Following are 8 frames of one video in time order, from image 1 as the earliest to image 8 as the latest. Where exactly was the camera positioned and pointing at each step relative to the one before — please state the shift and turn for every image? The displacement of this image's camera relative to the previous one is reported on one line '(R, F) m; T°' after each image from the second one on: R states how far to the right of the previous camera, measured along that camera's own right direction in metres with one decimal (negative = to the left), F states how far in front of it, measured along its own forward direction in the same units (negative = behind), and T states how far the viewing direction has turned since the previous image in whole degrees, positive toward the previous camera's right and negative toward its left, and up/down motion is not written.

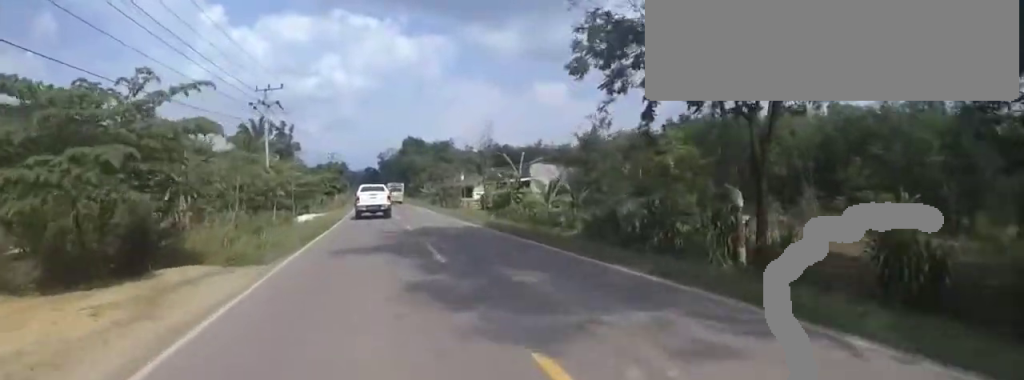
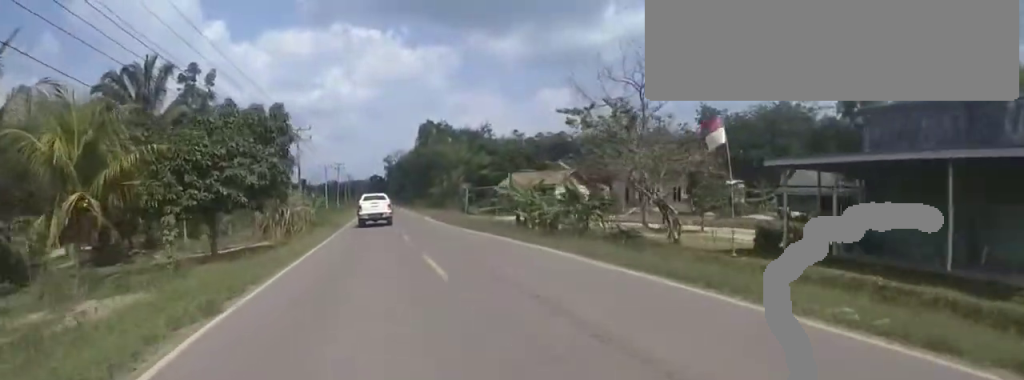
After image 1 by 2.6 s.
(+1.8, +40.3) m; +1°
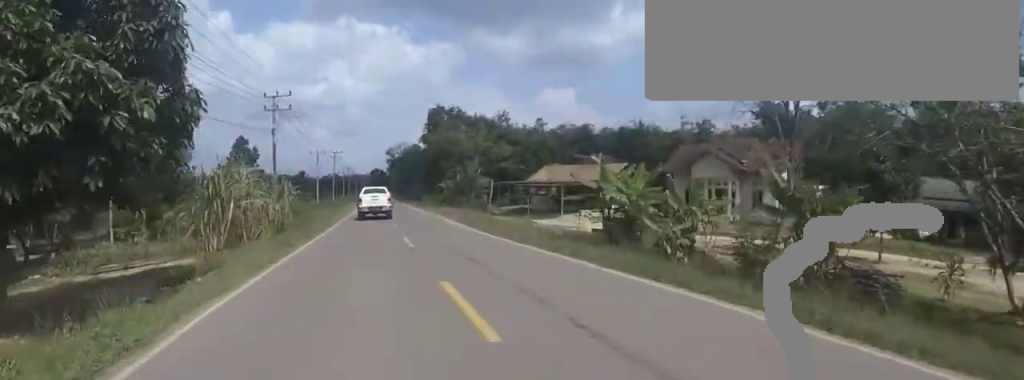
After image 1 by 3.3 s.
(-0.5, +11.5) m; -2°
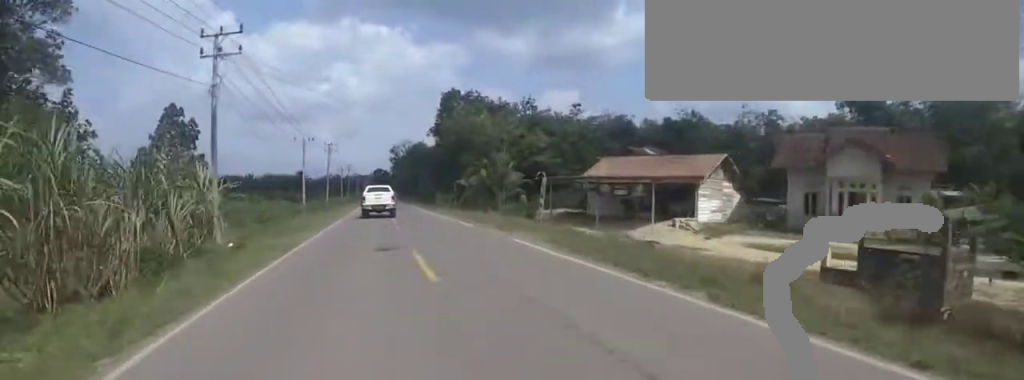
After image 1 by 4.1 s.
(-0.1, +13.1) m; 0°
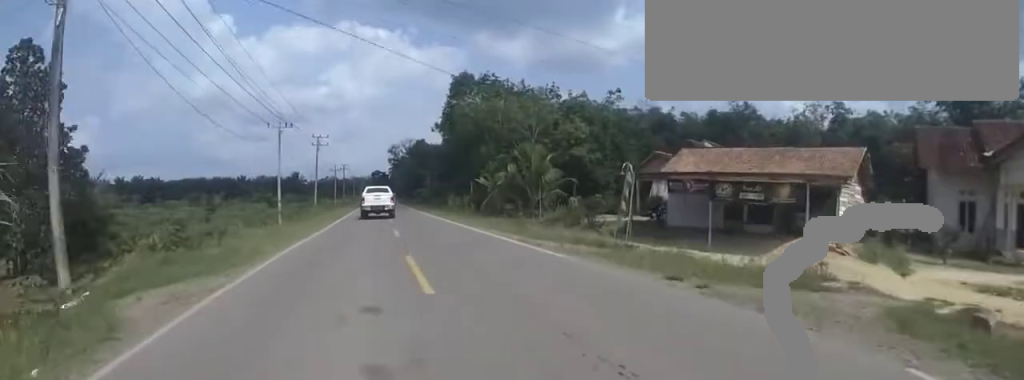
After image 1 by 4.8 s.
(+0.1, +10.8) m; 0°
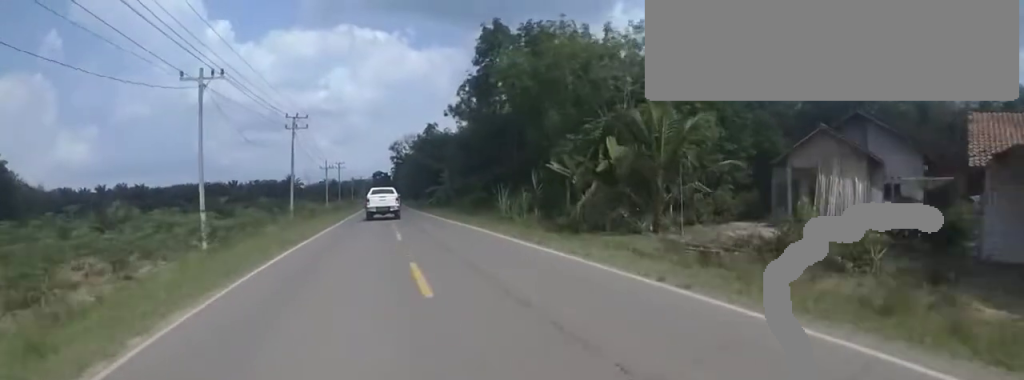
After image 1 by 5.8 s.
(+0.1, +16.7) m; 0°
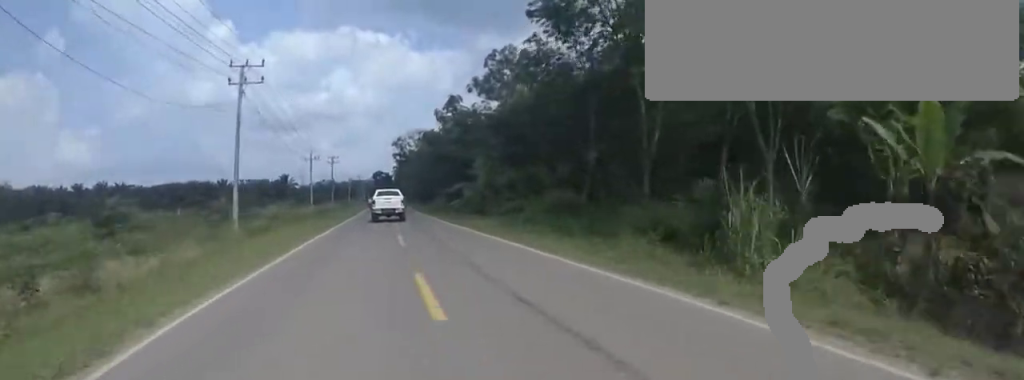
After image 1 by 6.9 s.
(-0.2, +17.0) m; 0°
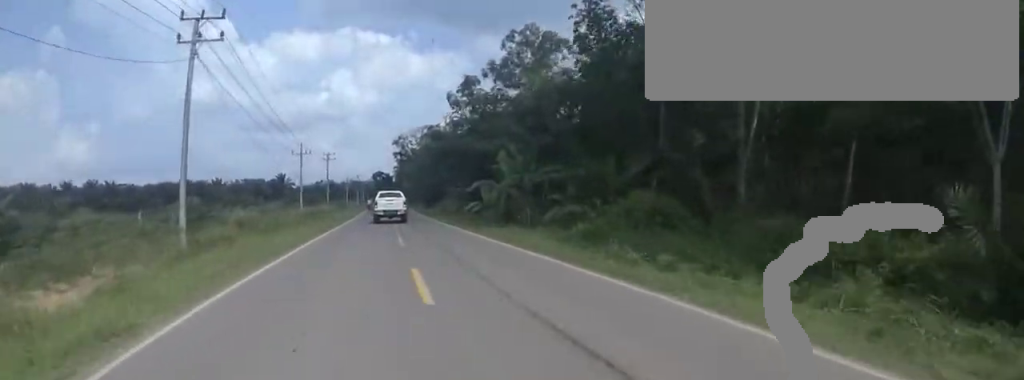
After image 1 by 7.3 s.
(-0.1, +7.1) m; +1°
